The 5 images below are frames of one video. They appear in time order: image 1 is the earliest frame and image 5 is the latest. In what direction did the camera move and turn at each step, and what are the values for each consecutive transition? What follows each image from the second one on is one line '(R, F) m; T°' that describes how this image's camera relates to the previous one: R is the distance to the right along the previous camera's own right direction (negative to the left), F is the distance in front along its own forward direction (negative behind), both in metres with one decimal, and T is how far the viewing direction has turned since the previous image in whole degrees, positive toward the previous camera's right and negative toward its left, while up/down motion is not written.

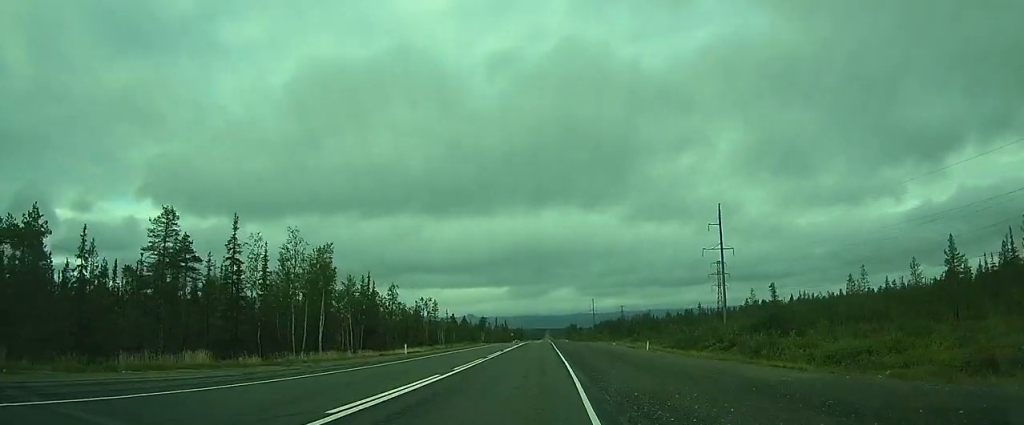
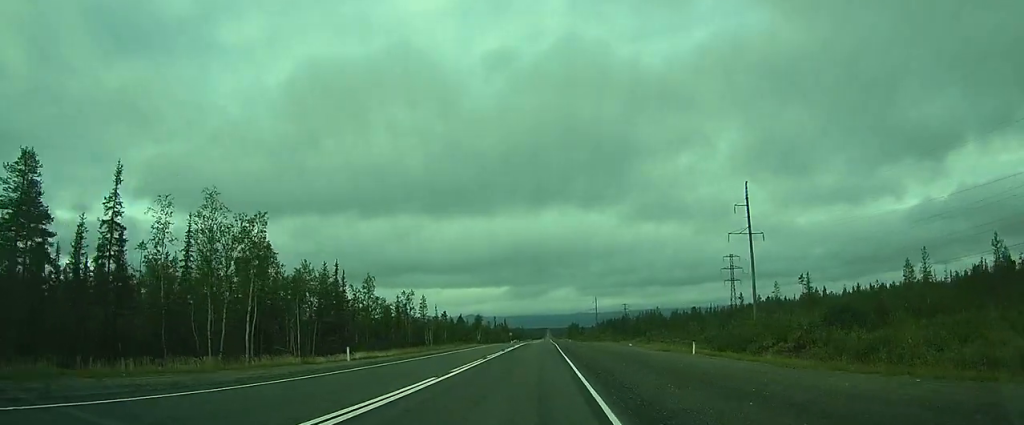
(0.0, +14.2) m; 0°
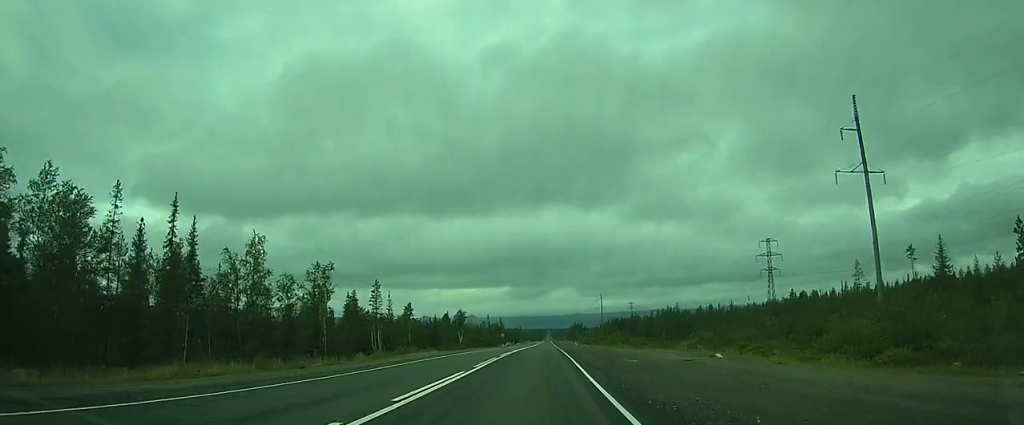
(0.0, +33.4) m; 0°
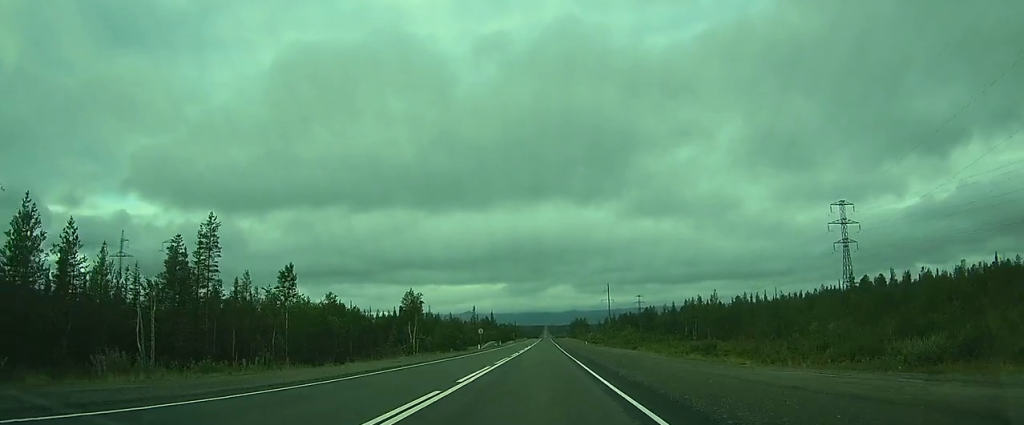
(+0.3, +43.5) m; +1°
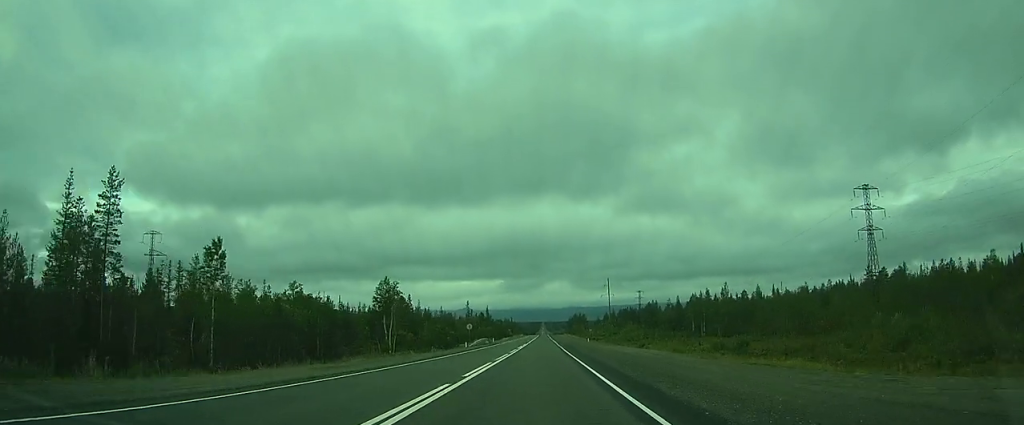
(0.0, +11.0) m; 0°
